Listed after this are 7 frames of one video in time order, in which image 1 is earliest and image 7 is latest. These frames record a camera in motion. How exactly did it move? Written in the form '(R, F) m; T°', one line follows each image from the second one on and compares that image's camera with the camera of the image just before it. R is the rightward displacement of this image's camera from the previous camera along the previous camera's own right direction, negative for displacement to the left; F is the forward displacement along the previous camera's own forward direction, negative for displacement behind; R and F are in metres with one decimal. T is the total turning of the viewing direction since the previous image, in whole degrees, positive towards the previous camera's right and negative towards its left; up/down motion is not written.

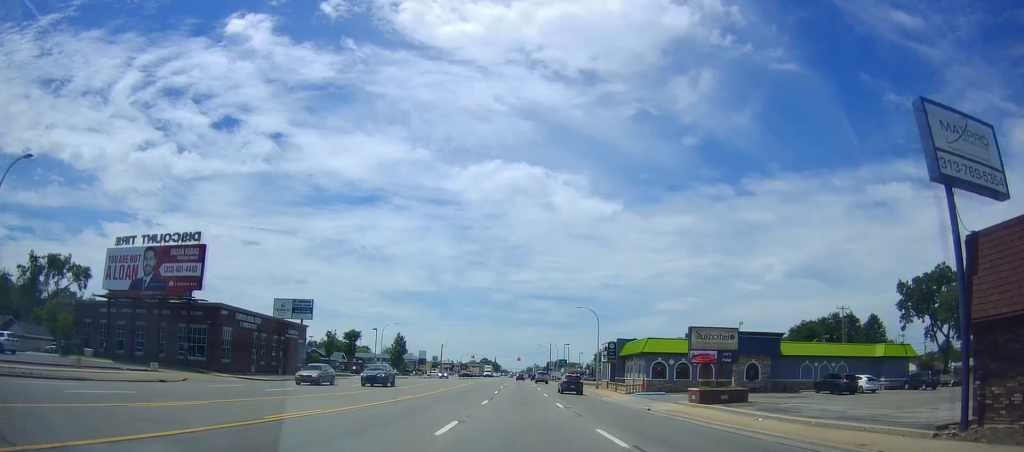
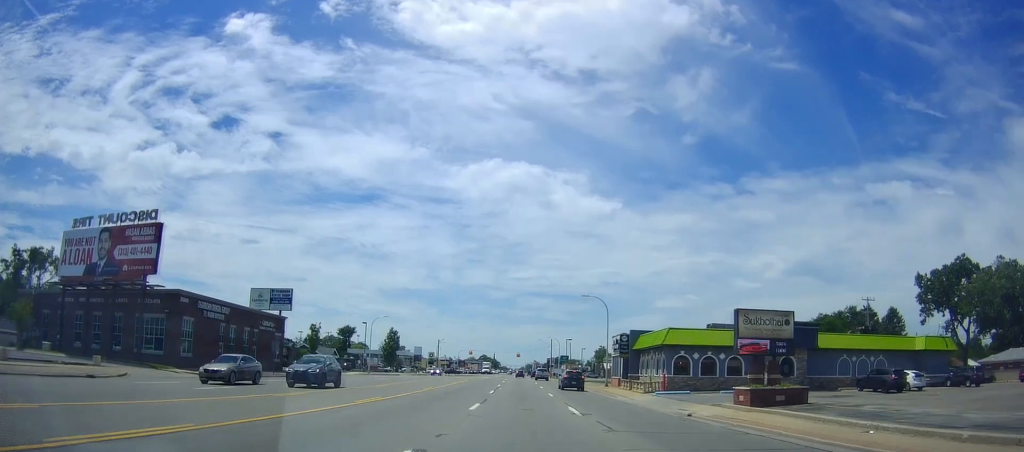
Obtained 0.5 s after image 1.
(0.0, +7.4) m; 0°
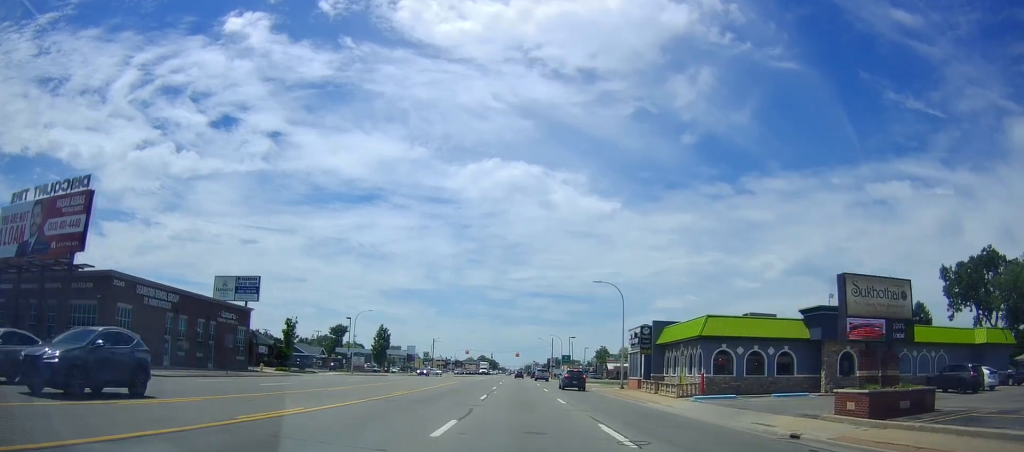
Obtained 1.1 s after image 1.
(0.0, +9.4) m; 0°
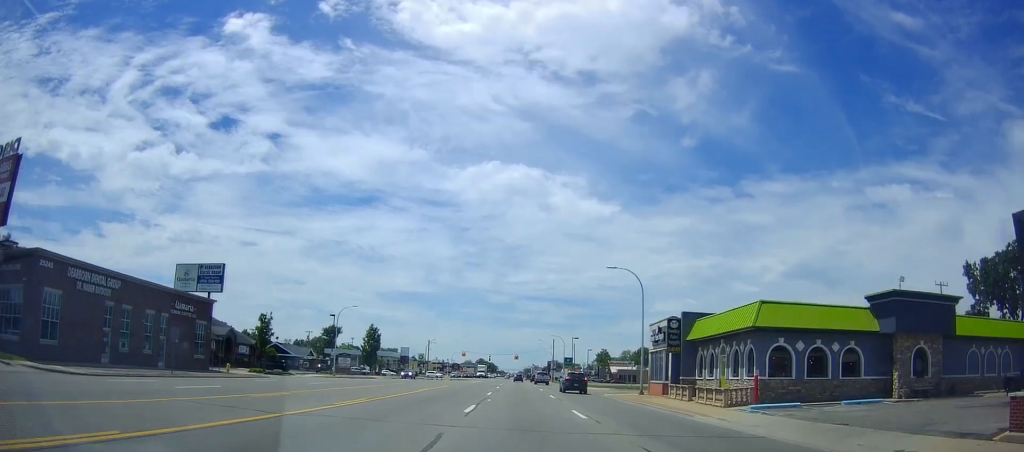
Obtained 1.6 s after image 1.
(0.0, +8.0) m; 0°
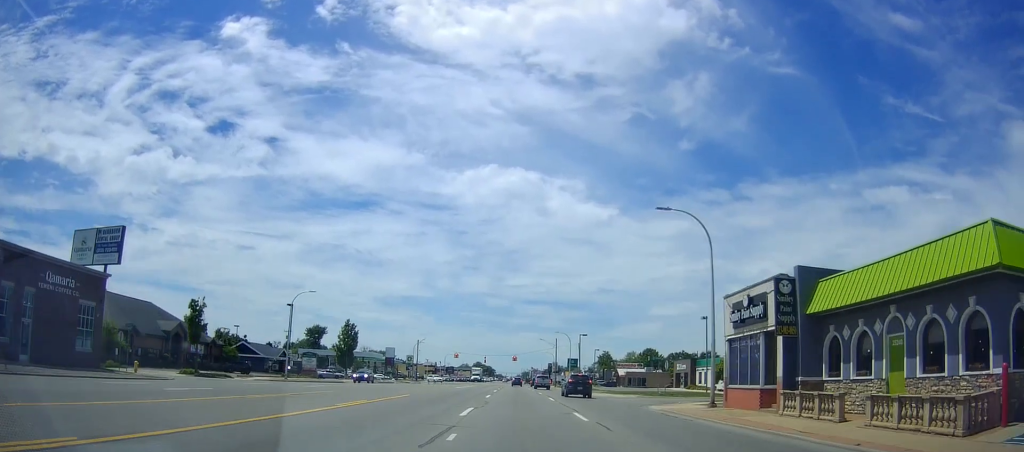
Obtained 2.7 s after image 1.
(+0.2, +15.5) m; +1°
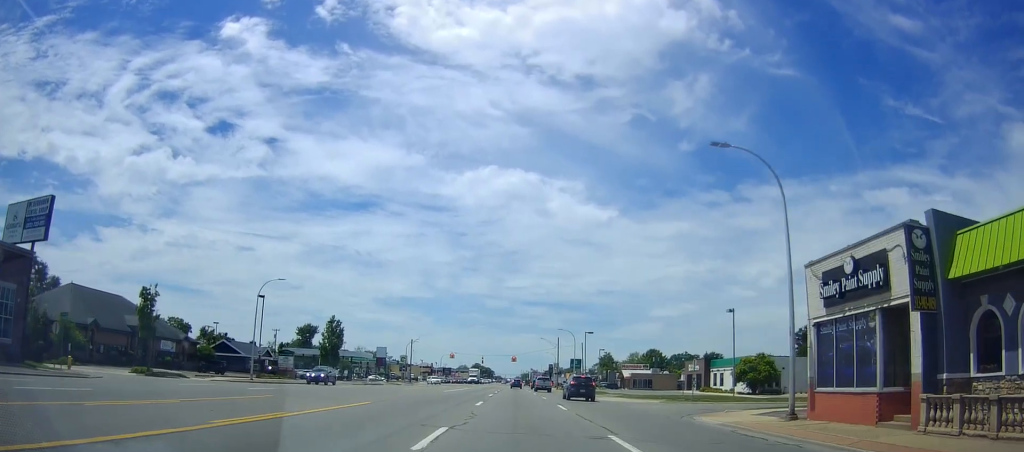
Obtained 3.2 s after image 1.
(0.0, +8.4) m; 0°
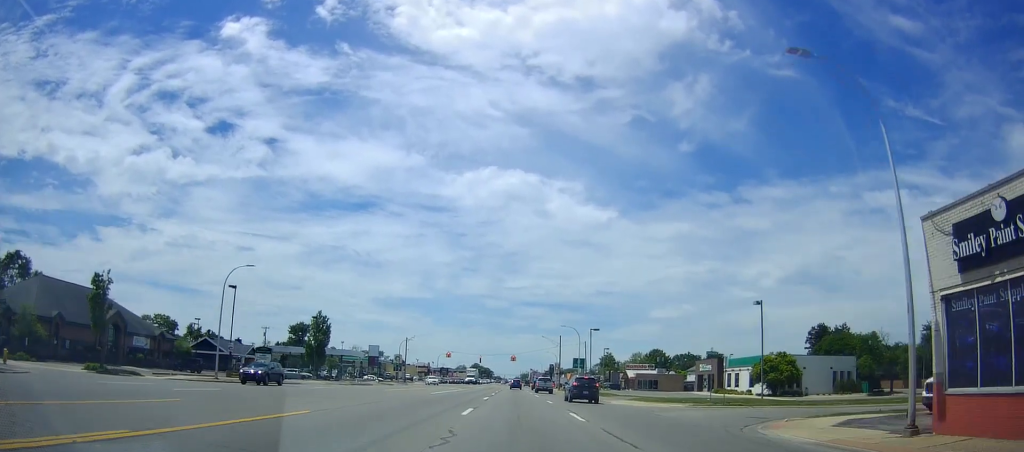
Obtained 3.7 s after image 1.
(-0.1, +7.4) m; 0°
